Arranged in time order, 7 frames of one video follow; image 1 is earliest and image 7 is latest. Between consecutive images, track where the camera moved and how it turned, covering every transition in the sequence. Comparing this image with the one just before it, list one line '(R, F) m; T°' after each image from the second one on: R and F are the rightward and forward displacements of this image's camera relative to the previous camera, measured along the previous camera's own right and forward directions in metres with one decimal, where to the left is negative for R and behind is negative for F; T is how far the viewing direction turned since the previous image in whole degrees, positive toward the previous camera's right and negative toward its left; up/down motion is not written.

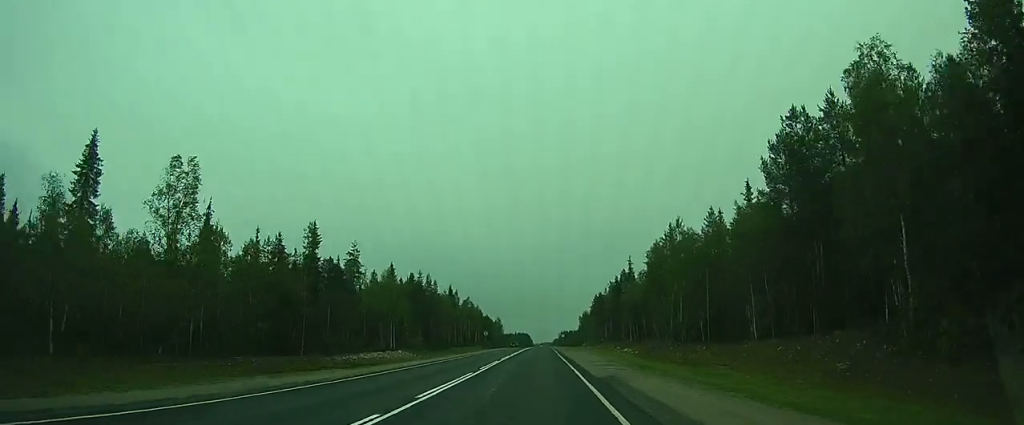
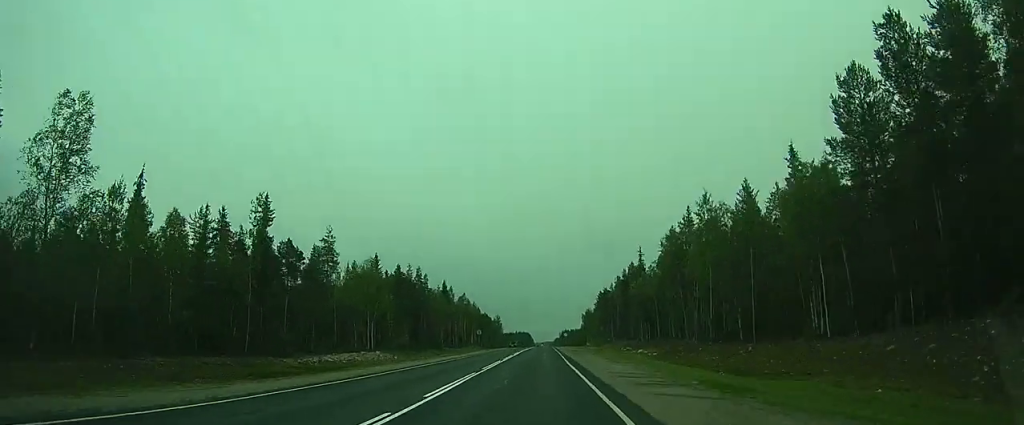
(-0.1, +11.5) m; -1°
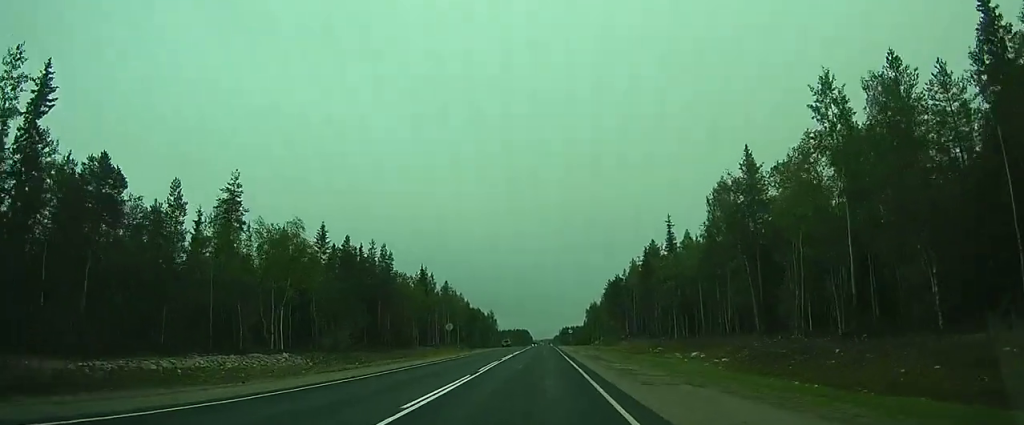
(0.0, +26.0) m; 0°
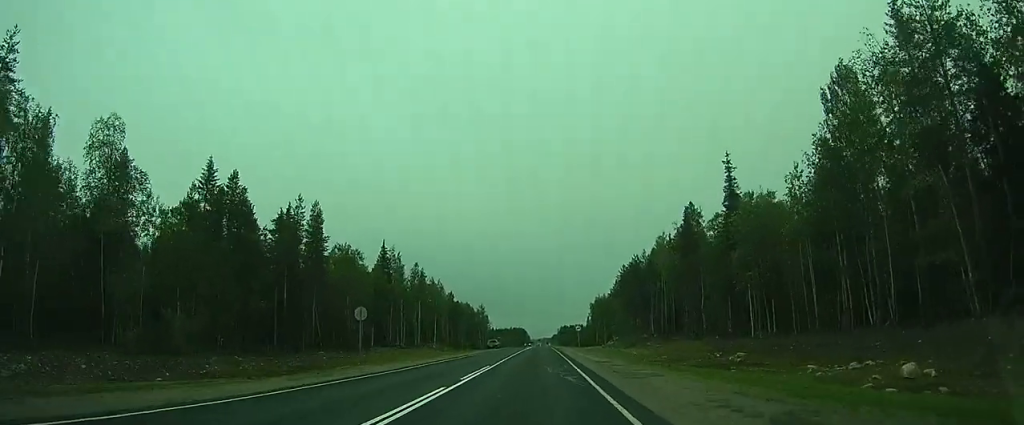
(-0.1, +28.5) m; 0°
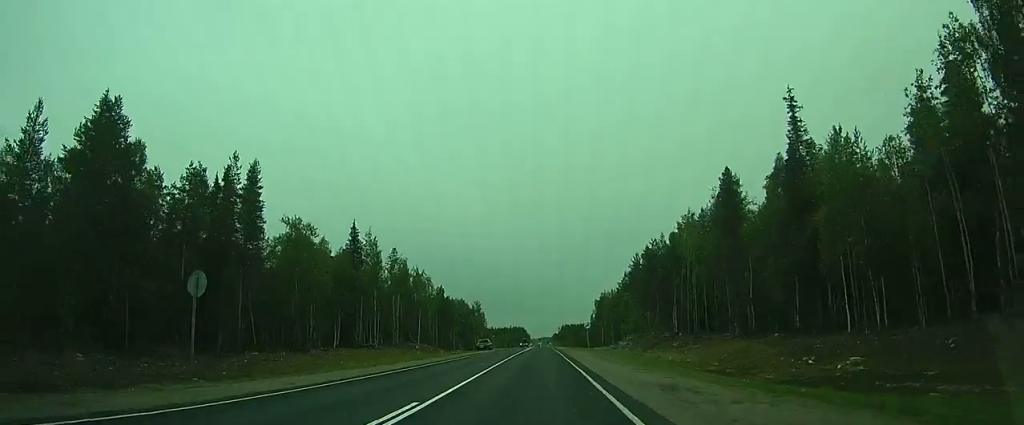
(-0.1, +15.5) m; 0°
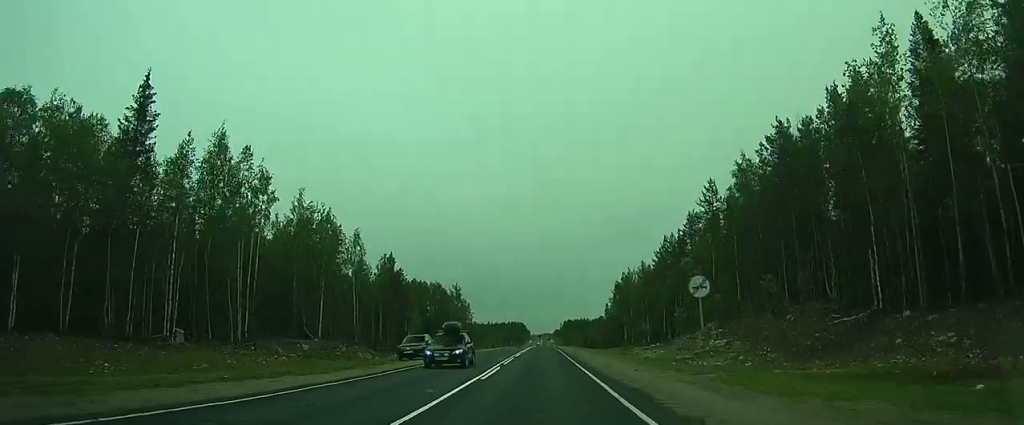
(0.0, +46.4) m; 0°
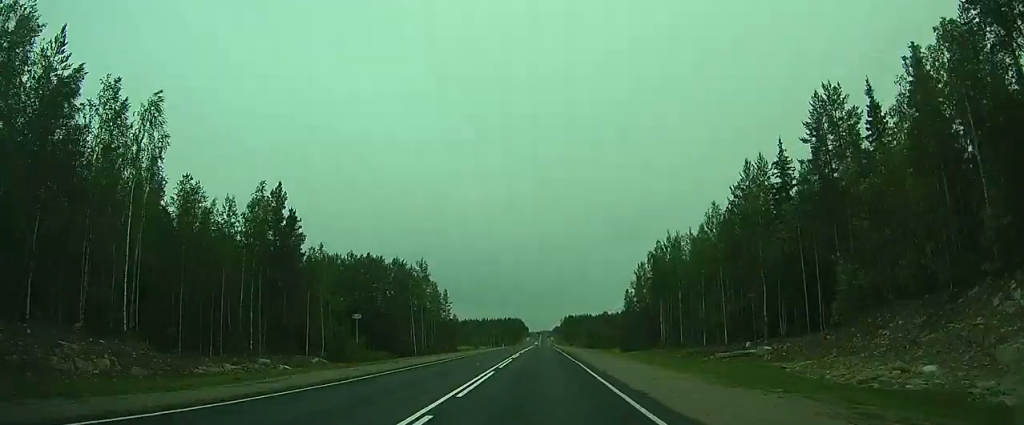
(0.0, +40.4) m; -1°
